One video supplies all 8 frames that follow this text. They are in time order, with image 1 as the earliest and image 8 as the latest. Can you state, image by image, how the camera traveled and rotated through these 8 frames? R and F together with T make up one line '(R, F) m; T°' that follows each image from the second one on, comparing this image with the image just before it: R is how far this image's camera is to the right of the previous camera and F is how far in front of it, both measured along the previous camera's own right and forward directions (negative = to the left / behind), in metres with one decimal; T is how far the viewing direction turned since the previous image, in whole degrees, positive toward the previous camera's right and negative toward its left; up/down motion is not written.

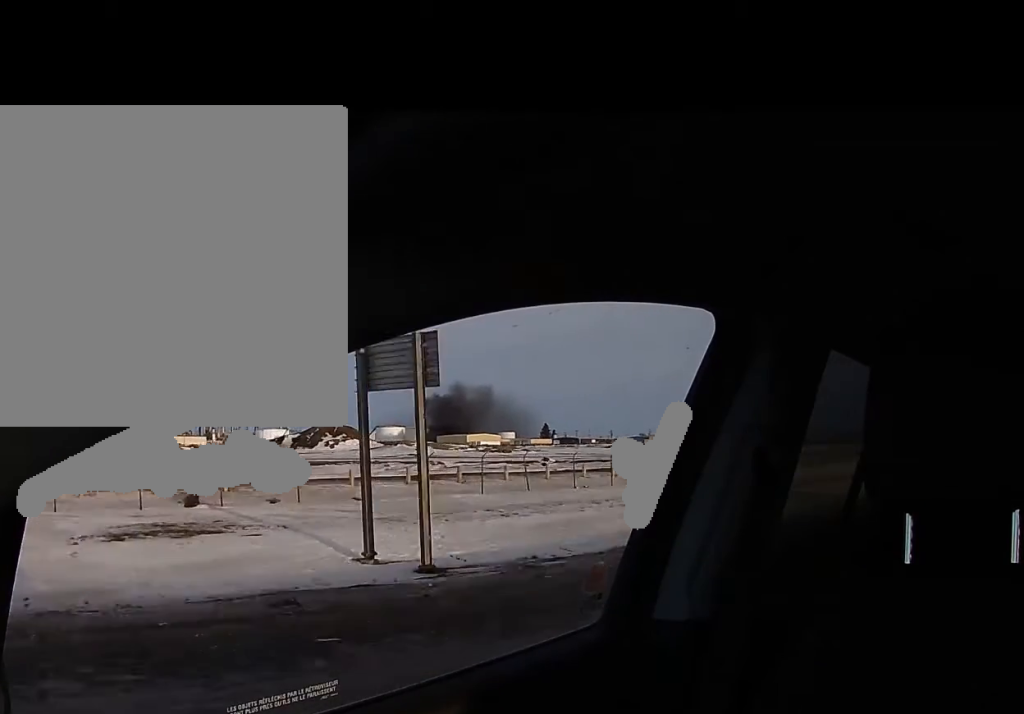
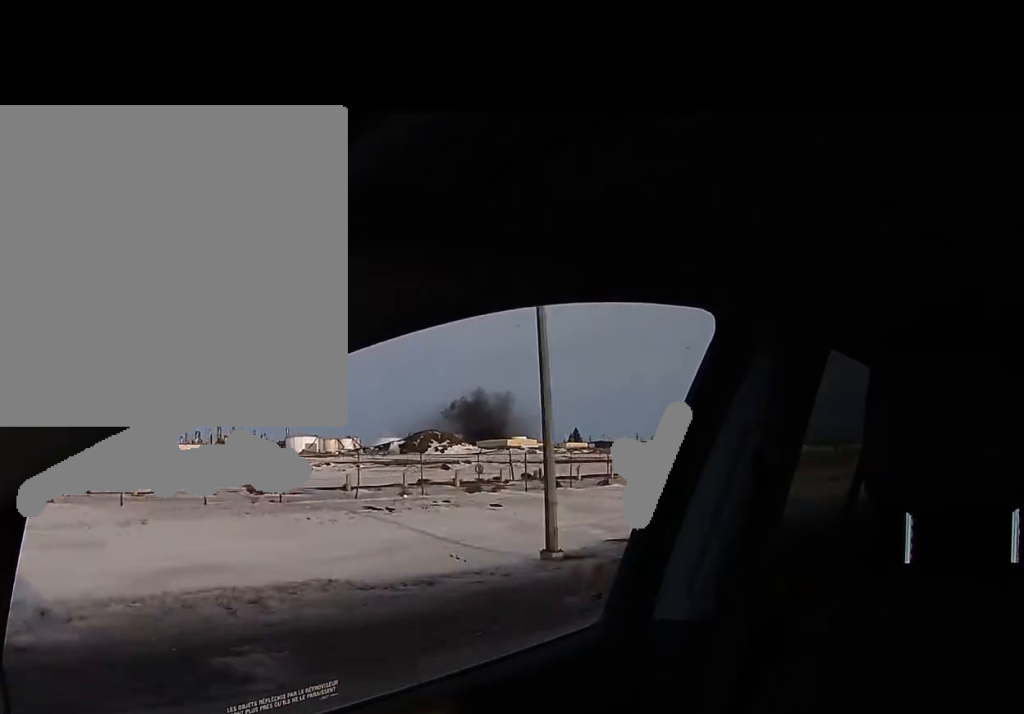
(+0.8, +47.9) m; +2°
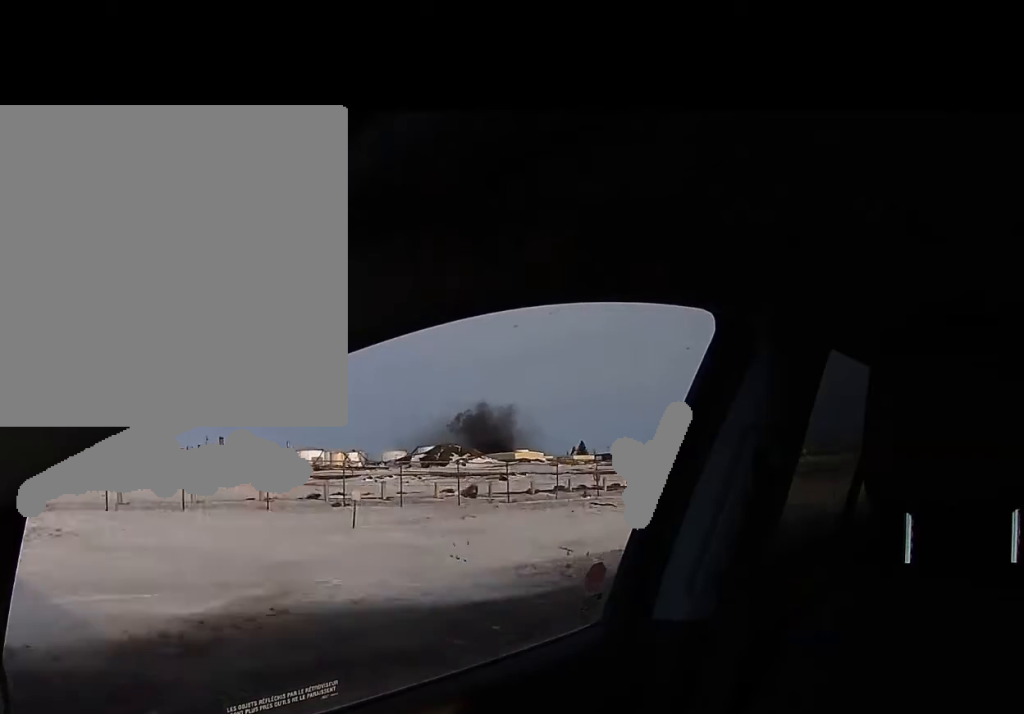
(+0.1, +11.1) m; 0°
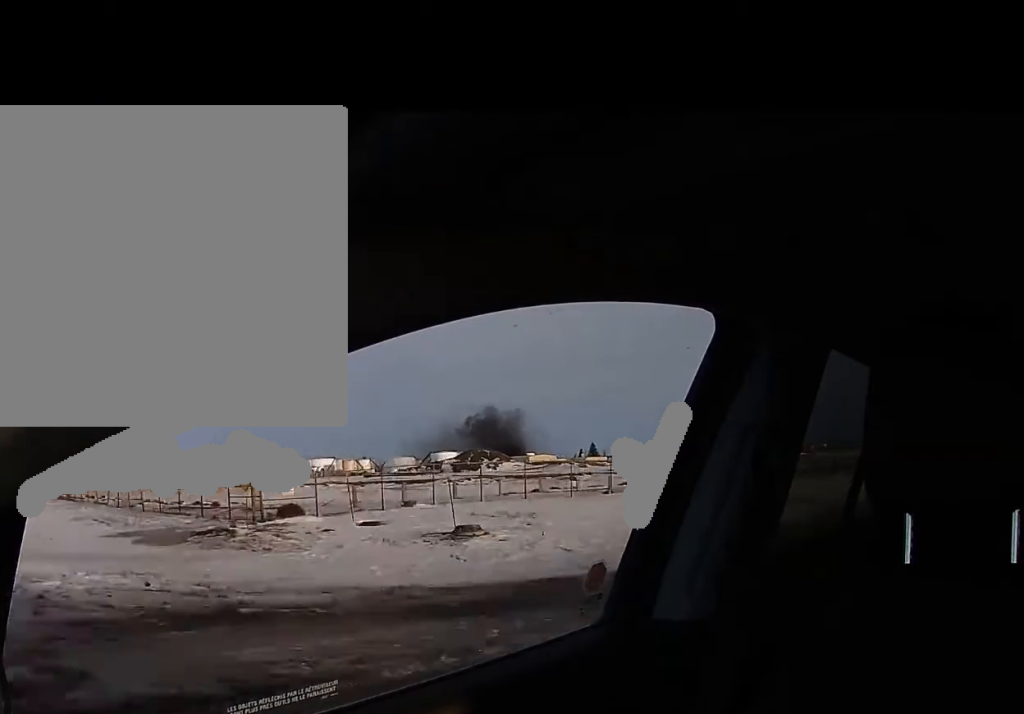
(-0.1, +15.4) m; 0°
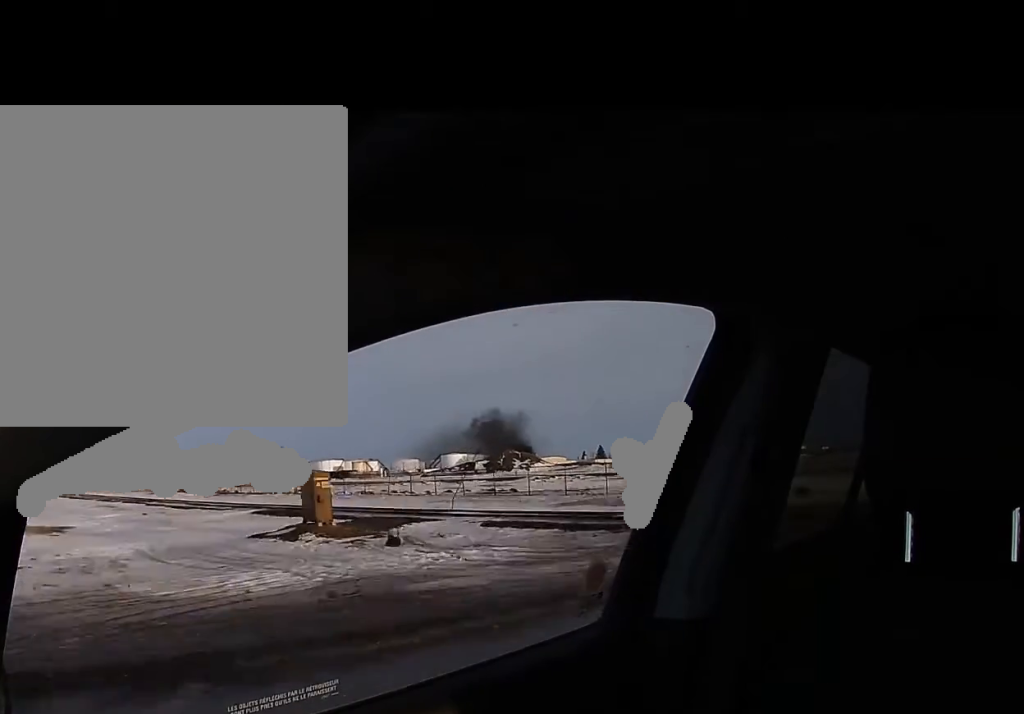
(+0.1, +21.6) m; +1°
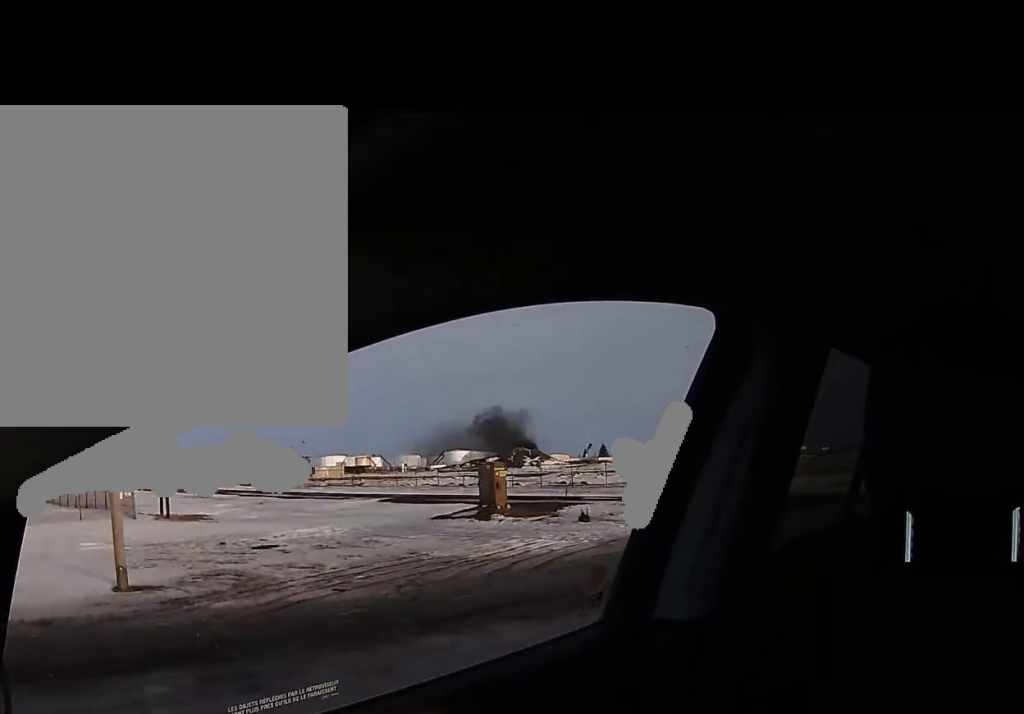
(+0.1, +9.3) m; +1°
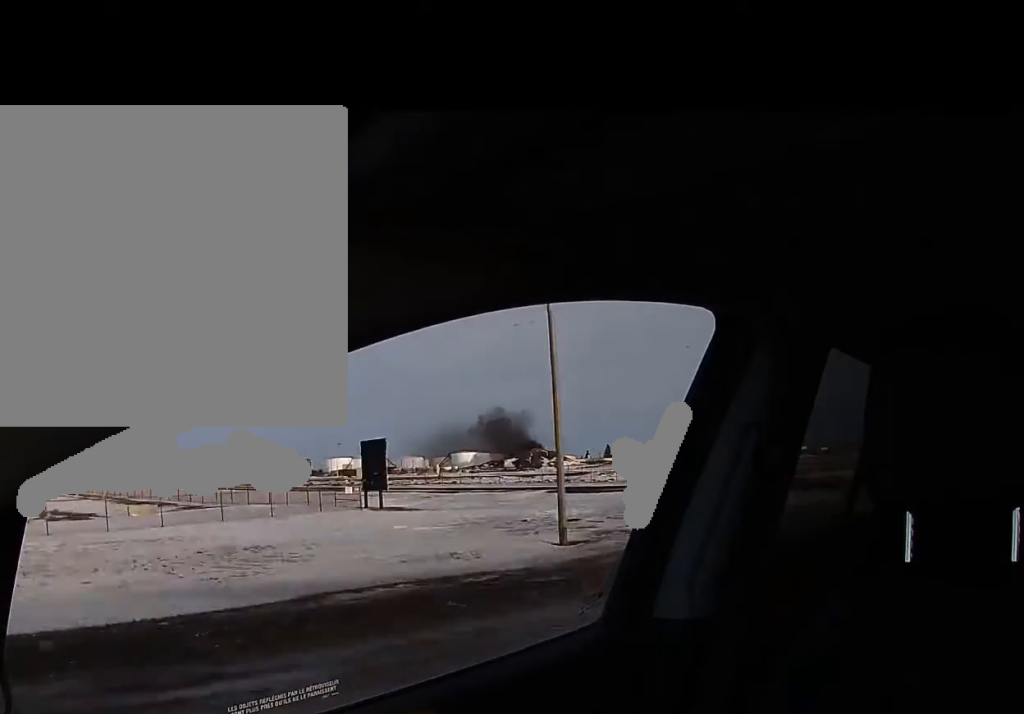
(+0.2, +12.8) m; 0°
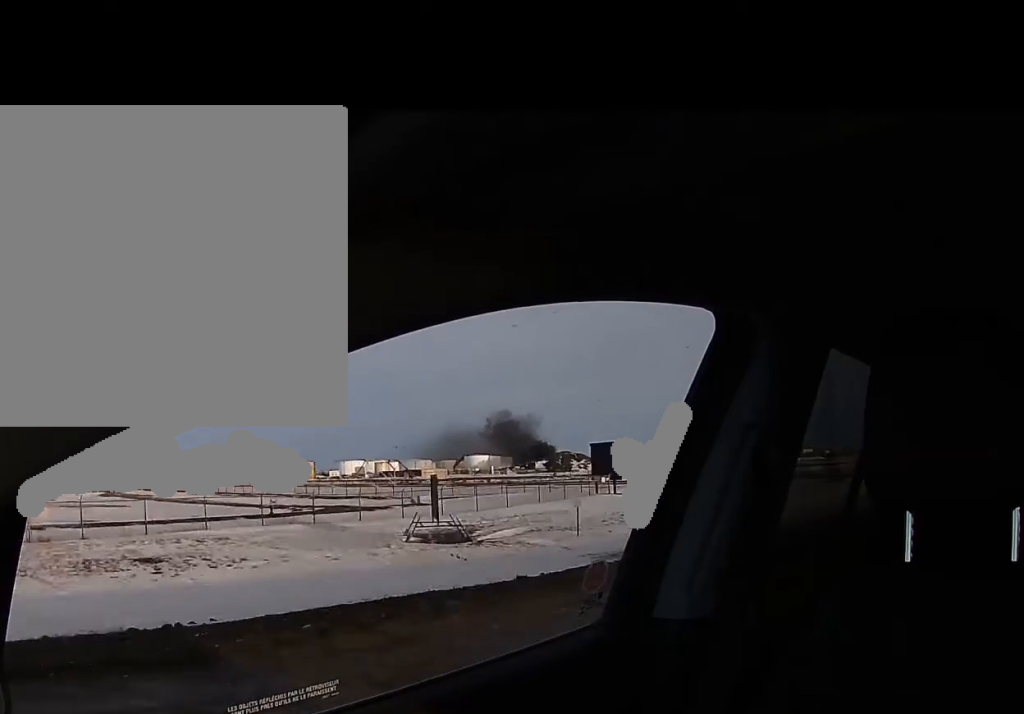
(0.0, +23.2) m; 0°
